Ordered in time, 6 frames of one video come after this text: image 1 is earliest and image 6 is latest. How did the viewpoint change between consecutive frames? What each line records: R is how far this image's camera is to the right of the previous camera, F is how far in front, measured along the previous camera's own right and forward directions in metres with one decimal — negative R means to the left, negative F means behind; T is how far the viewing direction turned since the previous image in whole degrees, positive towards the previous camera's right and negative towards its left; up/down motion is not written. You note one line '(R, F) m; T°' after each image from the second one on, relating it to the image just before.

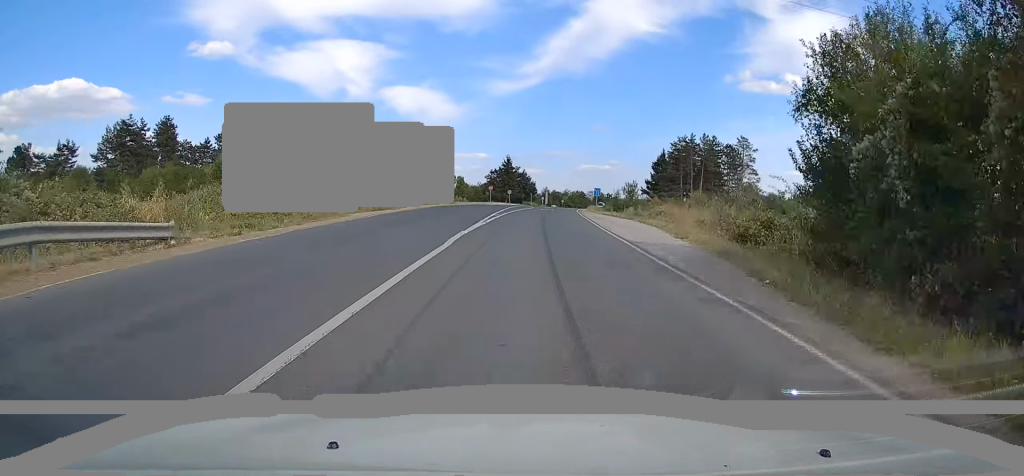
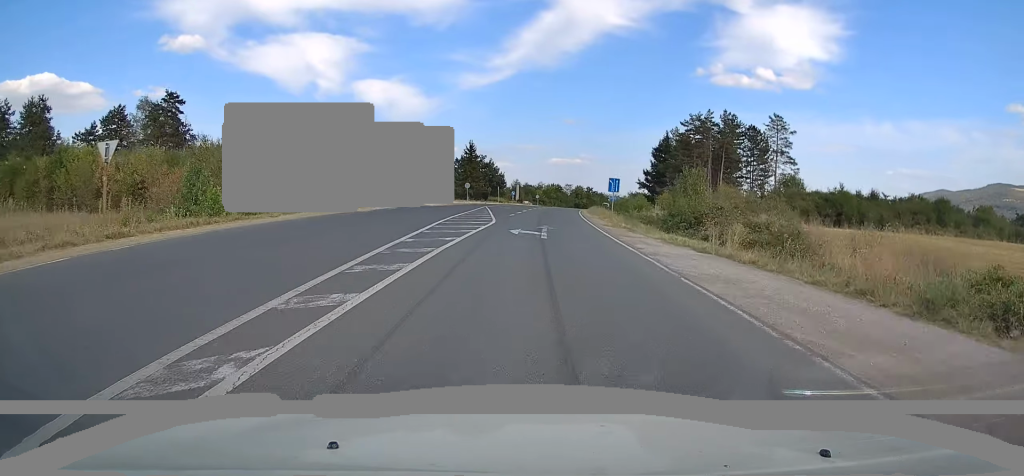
(+0.6, +33.9) m; +2°
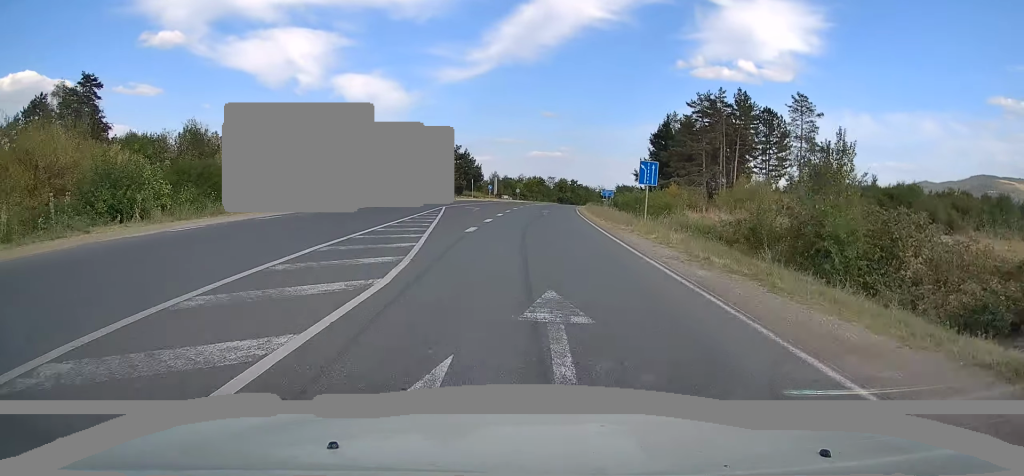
(0.0, +17.0) m; +1°
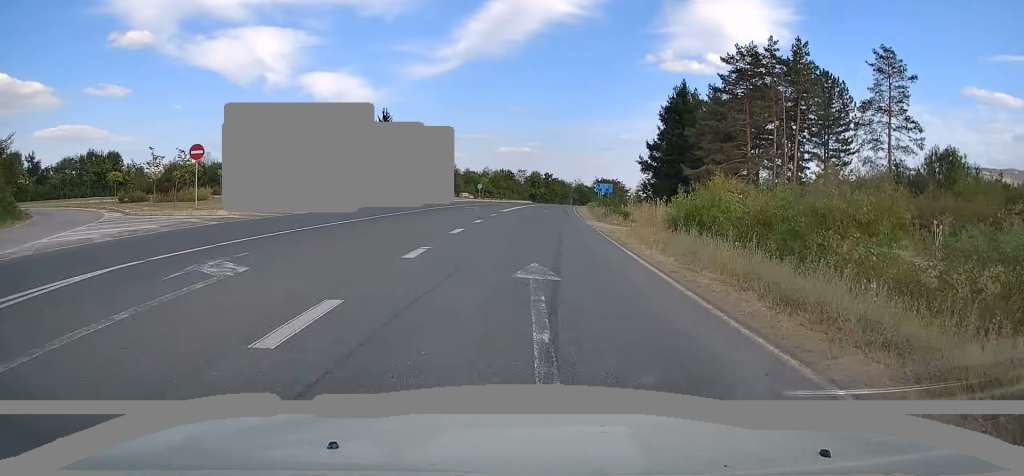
(+0.9, +30.5) m; +3°
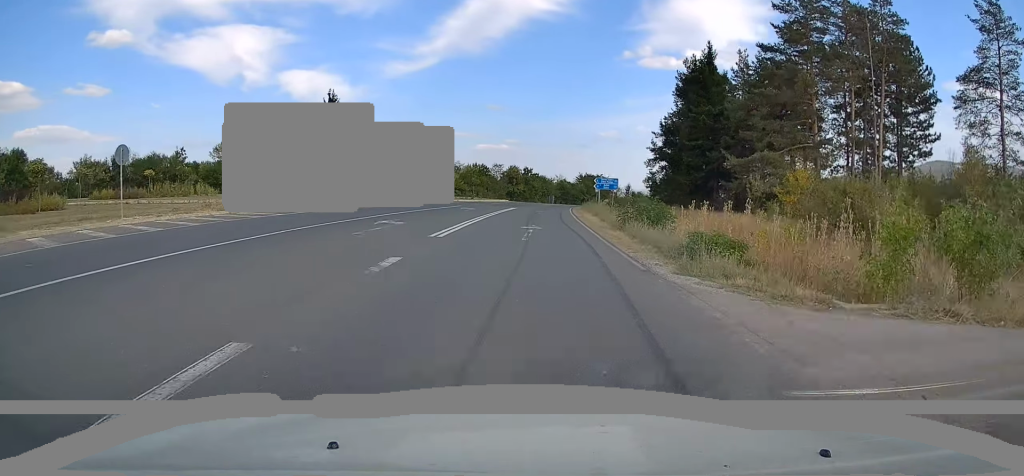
(+0.3, +19.7) m; +2°
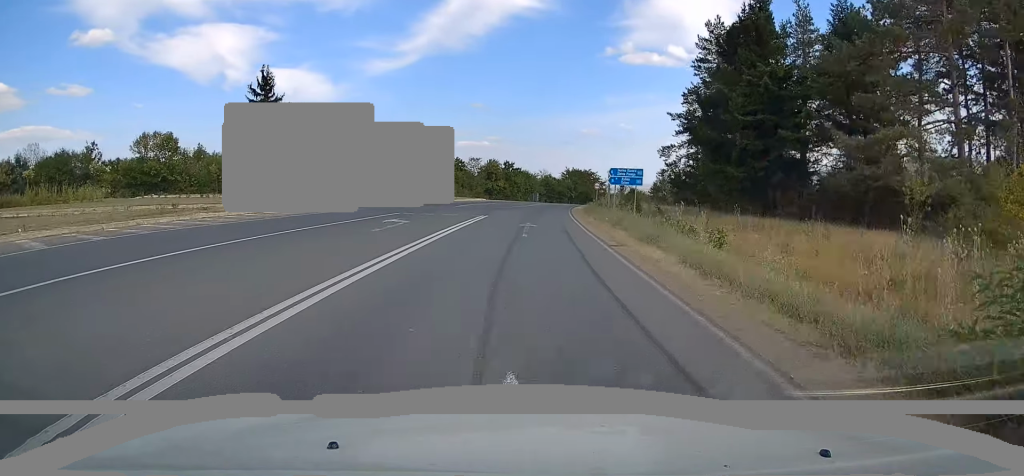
(+0.3, +18.2) m; +1°
